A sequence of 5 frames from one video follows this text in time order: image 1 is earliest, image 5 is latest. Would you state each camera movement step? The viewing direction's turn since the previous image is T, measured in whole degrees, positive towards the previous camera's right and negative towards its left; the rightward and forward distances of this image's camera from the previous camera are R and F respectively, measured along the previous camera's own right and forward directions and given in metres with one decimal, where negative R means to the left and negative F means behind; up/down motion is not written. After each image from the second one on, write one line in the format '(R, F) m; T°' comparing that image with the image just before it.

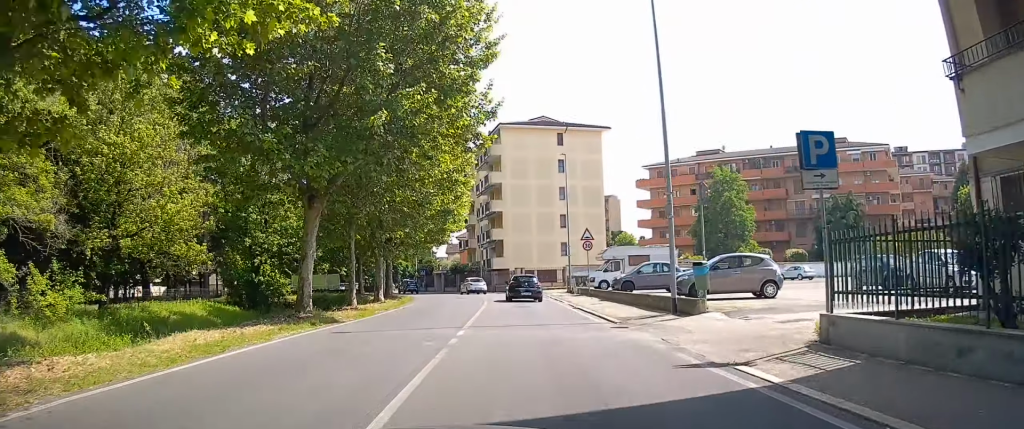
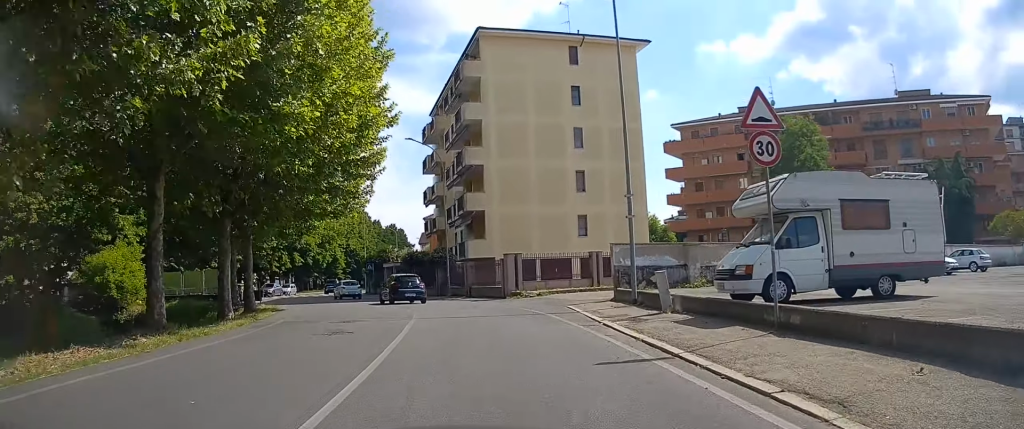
(-0.8, +27.5) m; -7°
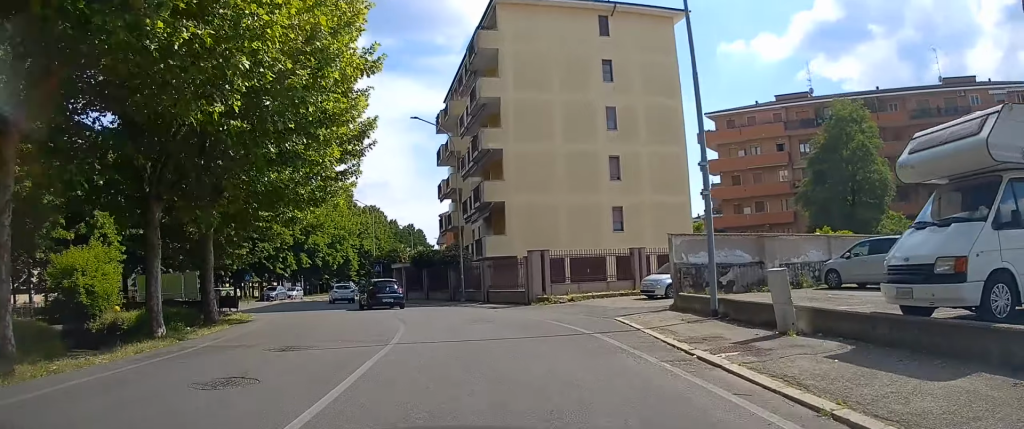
(0.0, +6.1) m; -2°
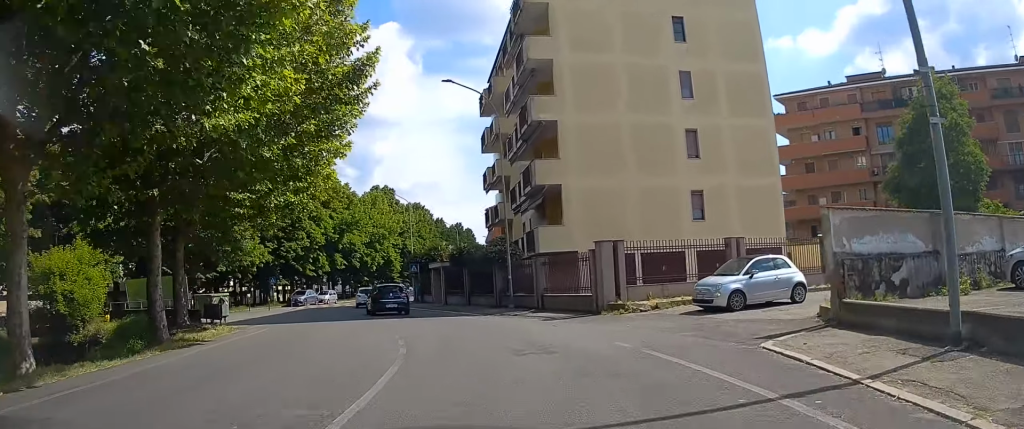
(-0.3, +6.9) m; -4°
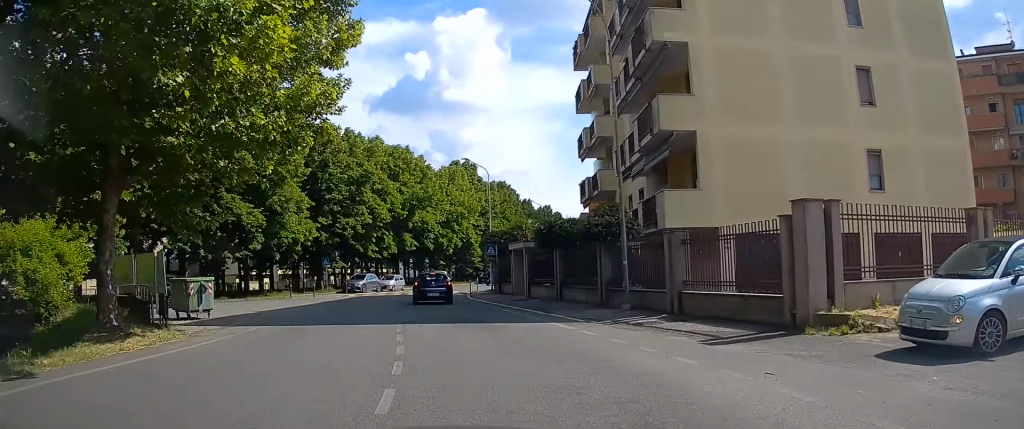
(-0.5, +9.5) m; -6°
